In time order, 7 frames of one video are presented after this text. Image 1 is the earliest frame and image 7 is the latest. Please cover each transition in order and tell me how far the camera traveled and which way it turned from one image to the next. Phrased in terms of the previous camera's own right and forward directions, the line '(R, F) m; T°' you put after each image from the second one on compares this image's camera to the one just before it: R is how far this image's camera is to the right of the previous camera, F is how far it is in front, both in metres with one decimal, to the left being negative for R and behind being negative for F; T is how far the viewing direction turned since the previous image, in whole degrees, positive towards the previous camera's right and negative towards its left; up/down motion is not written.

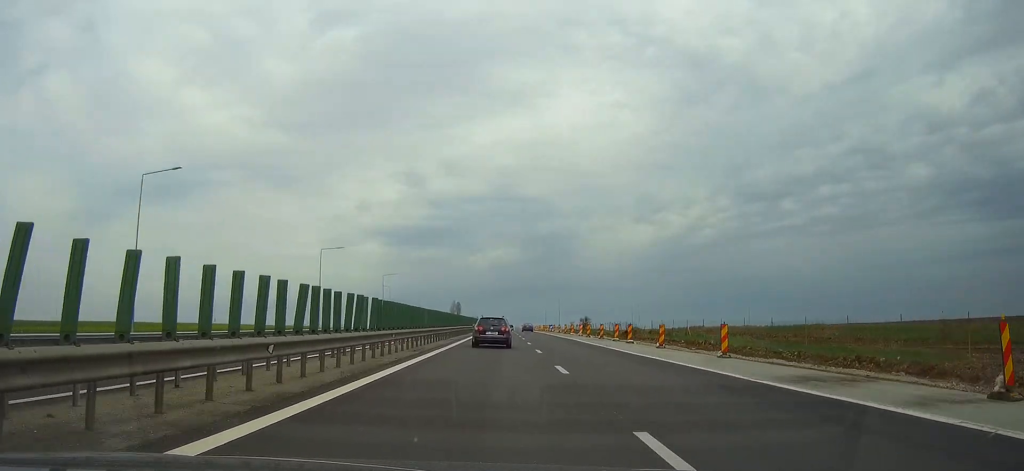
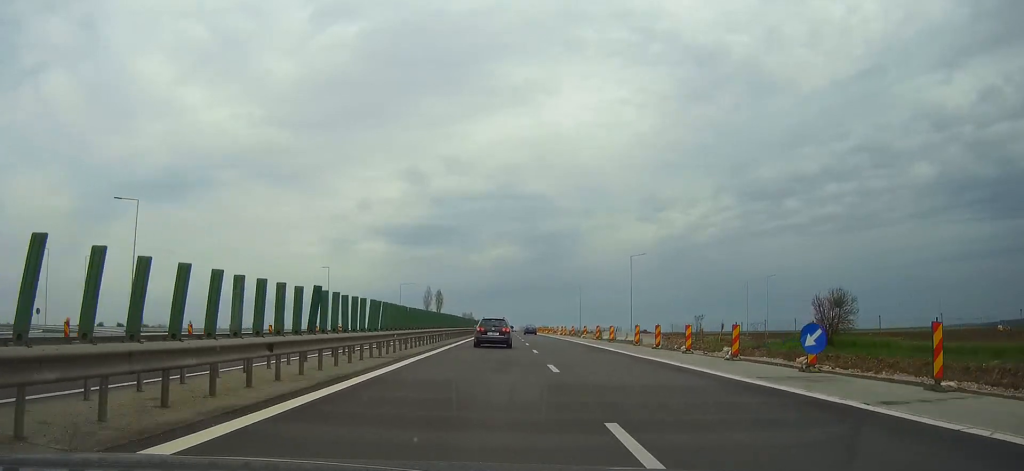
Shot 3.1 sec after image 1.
(0.0, +107.1) m; 0°
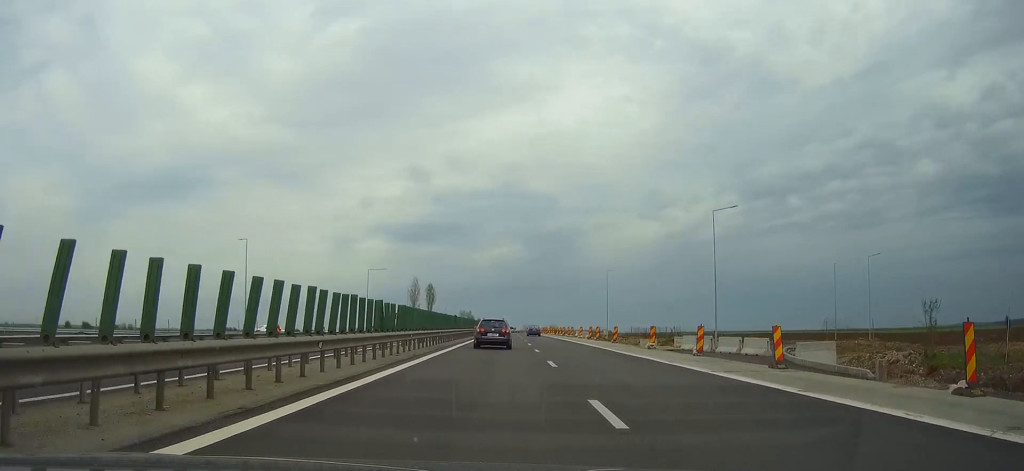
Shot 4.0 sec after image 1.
(0.0, +33.0) m; 0°
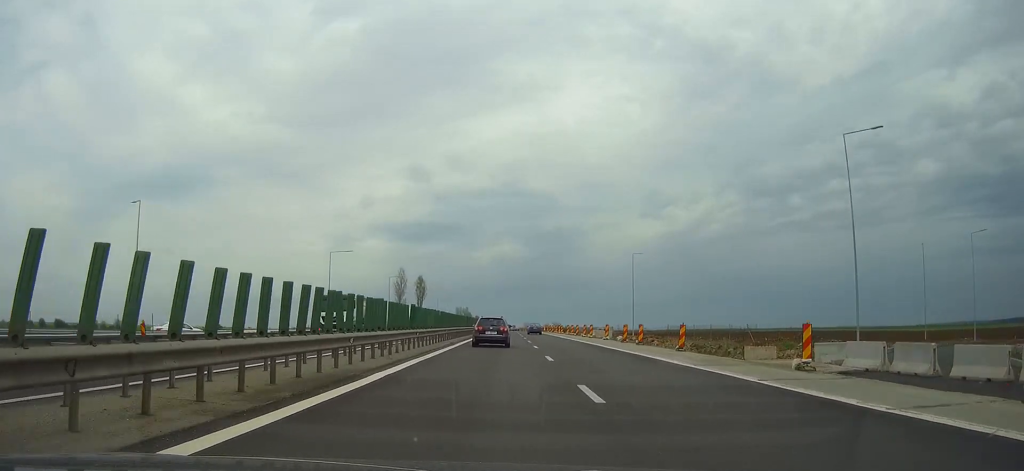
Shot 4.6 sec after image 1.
(0.0, +21.4) m; 0°
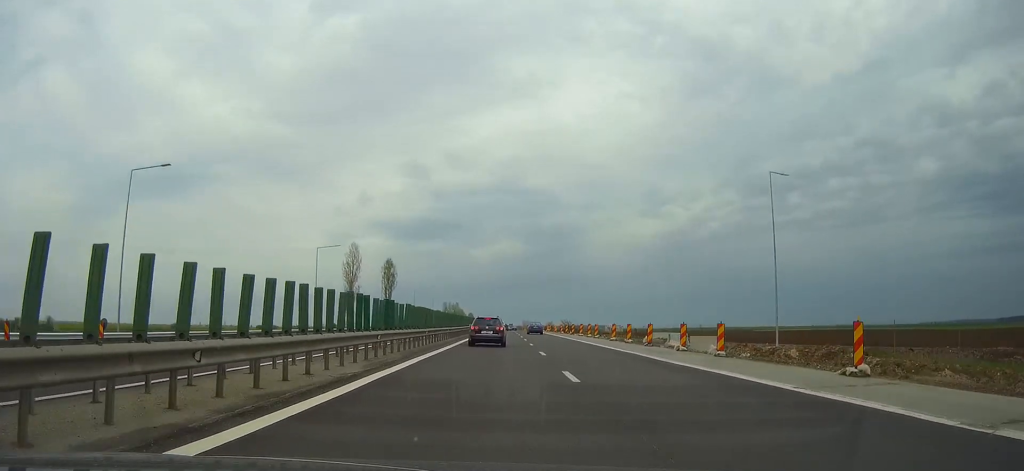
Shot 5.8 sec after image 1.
(0.0, +44.0) m; 0°
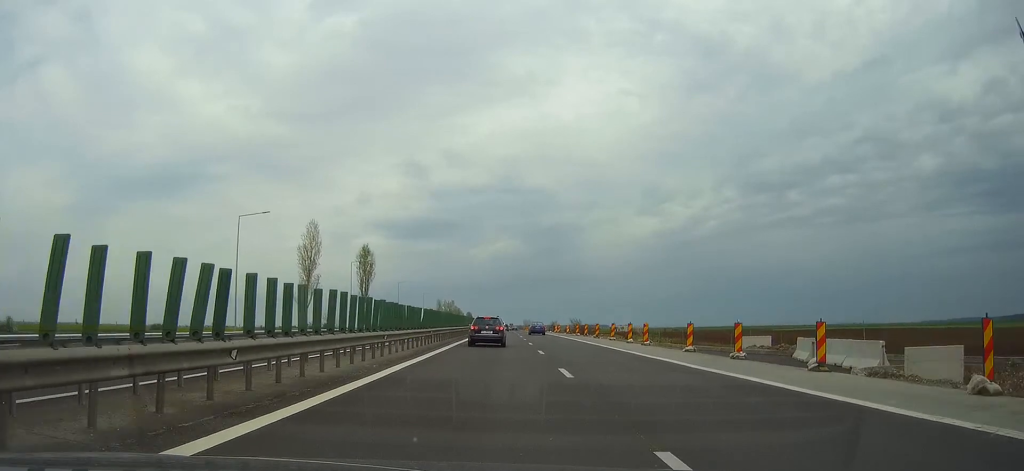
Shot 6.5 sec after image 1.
(0.0, +22.7) m; 0°
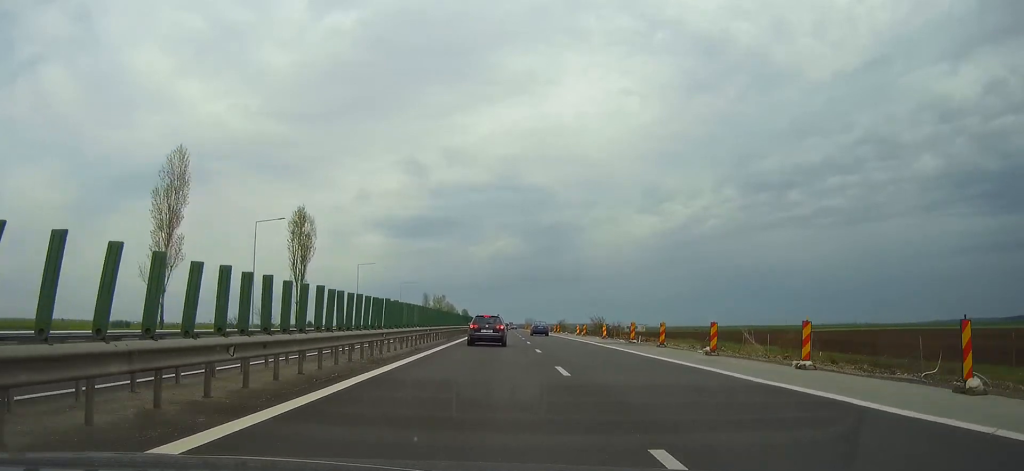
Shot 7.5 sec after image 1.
(0.0, +35.7) m; 0°
